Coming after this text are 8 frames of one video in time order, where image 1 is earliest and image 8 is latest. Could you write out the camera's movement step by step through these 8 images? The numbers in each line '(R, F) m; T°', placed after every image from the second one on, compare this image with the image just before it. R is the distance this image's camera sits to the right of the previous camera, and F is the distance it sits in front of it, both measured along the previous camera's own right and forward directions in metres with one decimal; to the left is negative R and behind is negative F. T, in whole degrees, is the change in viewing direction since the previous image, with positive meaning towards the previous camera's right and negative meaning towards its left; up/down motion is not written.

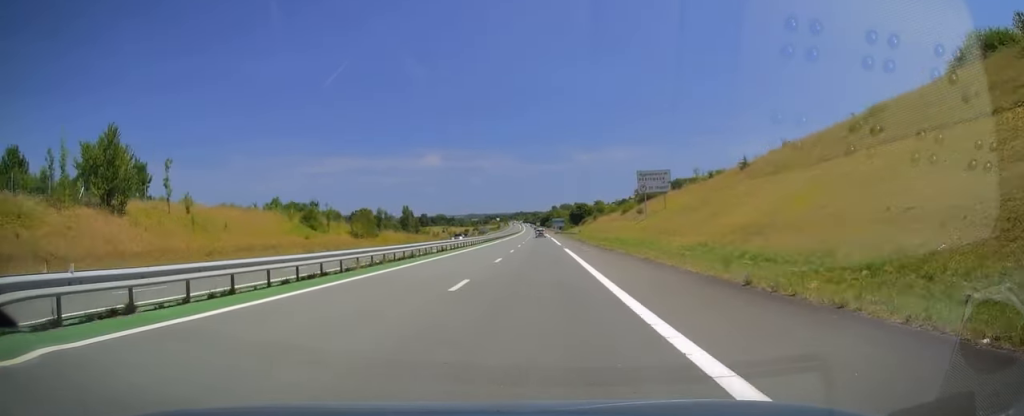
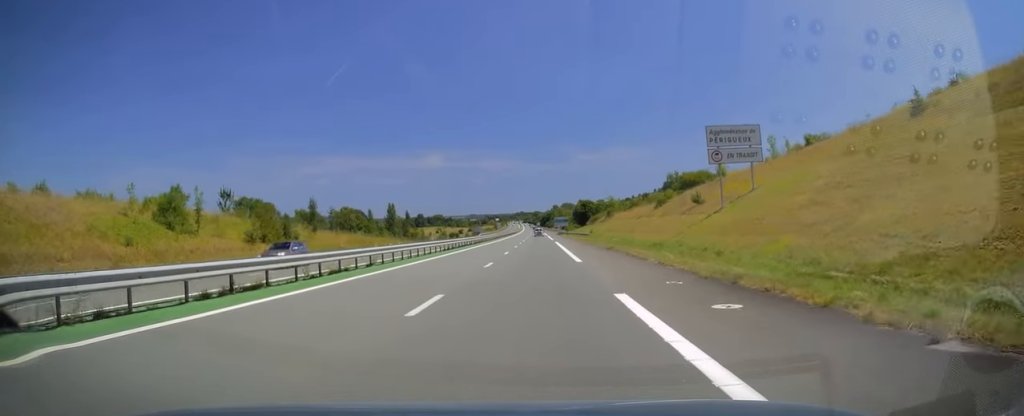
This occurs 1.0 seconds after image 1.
(-0.2, +30.0) m; 0°
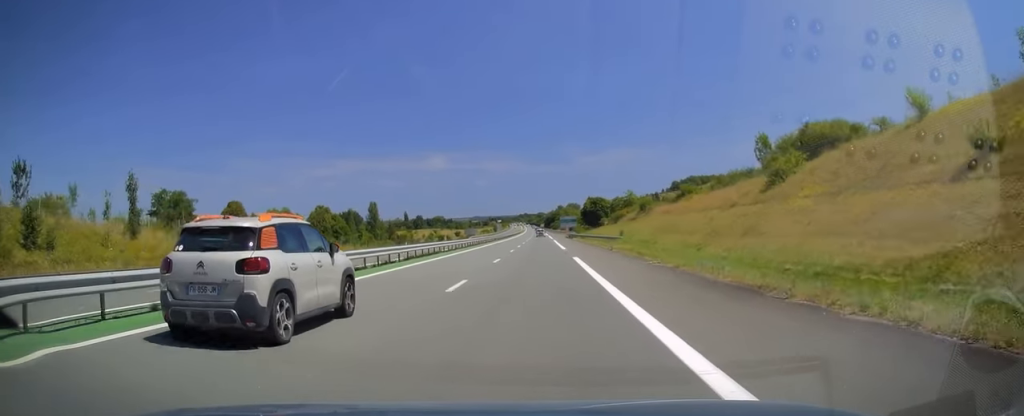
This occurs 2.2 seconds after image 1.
(+0.2, +34.9) m; 0°
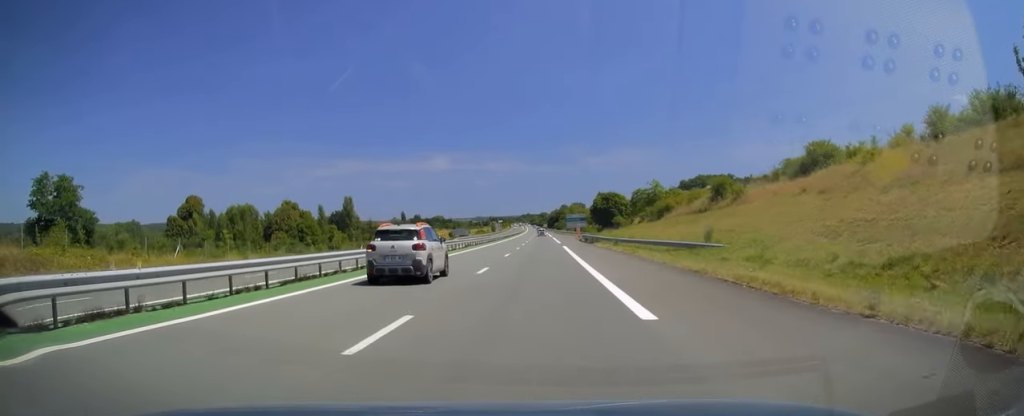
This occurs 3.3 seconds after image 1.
(-0.4, +33.4) m; -1°
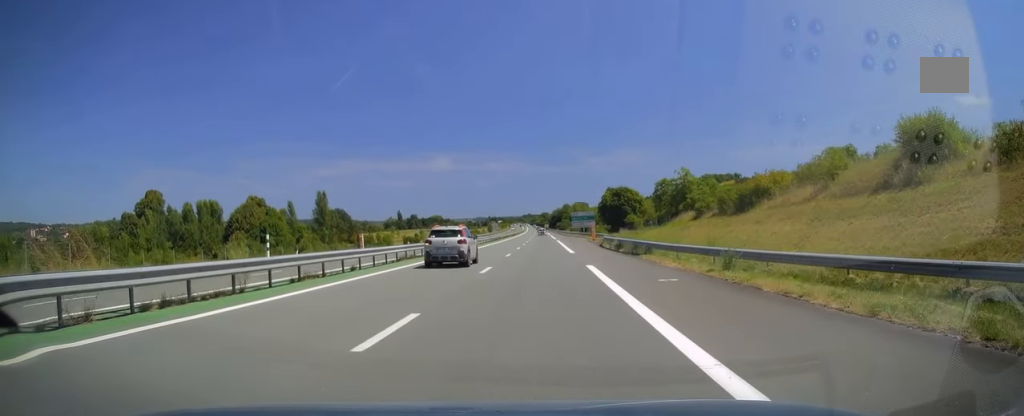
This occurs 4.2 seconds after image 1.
(0.0, +26.0) m; 0°
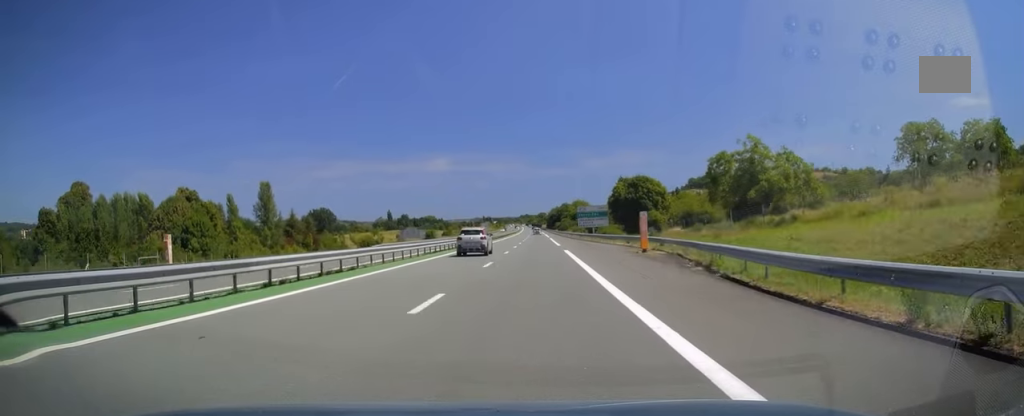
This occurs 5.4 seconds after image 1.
(+0.1, +35.8) m; 0°
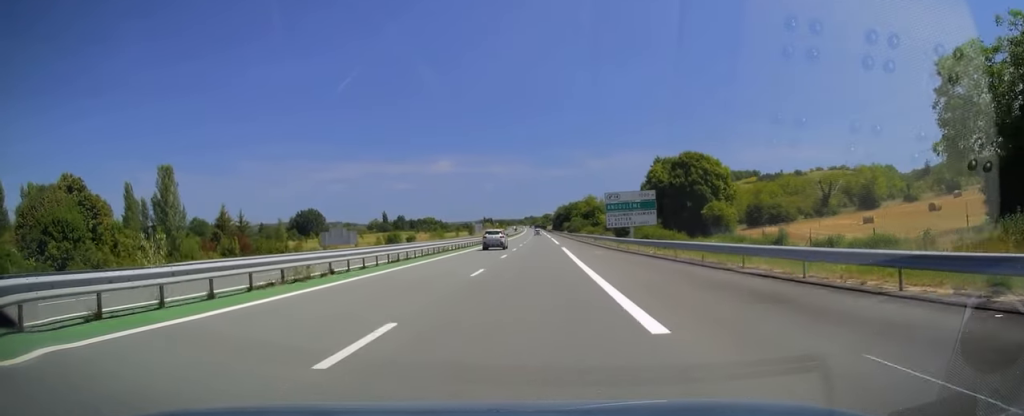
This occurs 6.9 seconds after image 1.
(0.0, +43.2) m; 0°
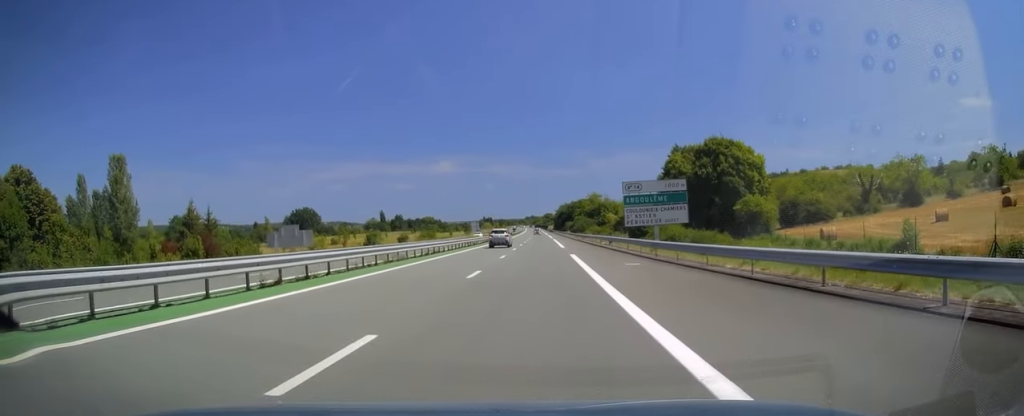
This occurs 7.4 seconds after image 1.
(0.0, +14.2) m; 0°
